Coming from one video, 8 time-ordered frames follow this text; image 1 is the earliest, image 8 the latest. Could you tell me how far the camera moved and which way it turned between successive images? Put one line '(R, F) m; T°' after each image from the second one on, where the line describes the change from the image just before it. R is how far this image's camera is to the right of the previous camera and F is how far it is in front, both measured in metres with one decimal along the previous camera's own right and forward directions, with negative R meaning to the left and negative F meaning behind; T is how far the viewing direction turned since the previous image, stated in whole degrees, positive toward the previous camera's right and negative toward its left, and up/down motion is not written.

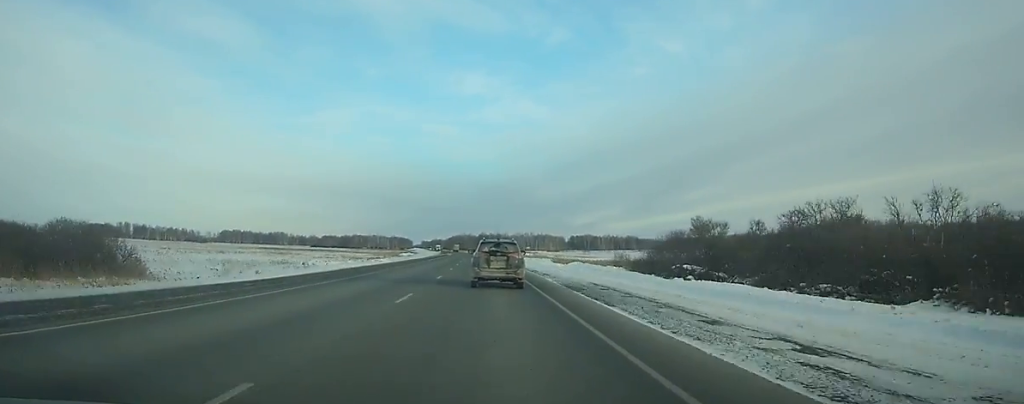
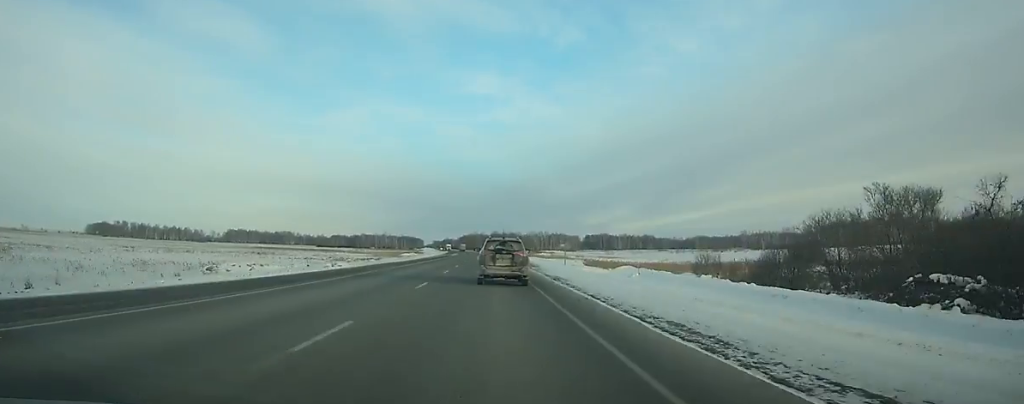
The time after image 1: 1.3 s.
(-0.1, +32.0) m; -1°
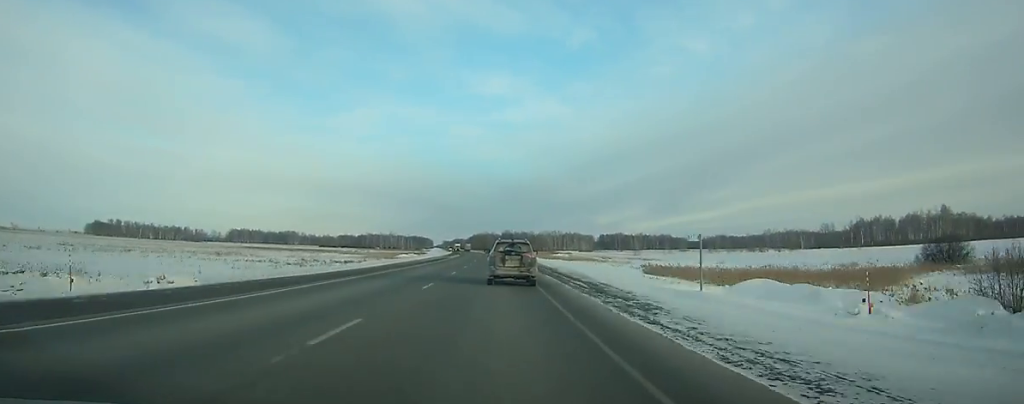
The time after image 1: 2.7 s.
(-0.4, +34.5) m; -1°
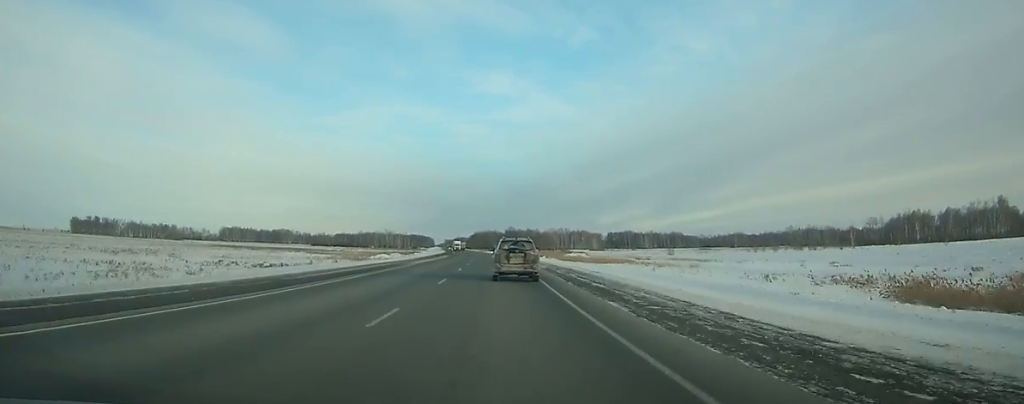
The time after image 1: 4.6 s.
(-0.3, +46.8) m; -1°
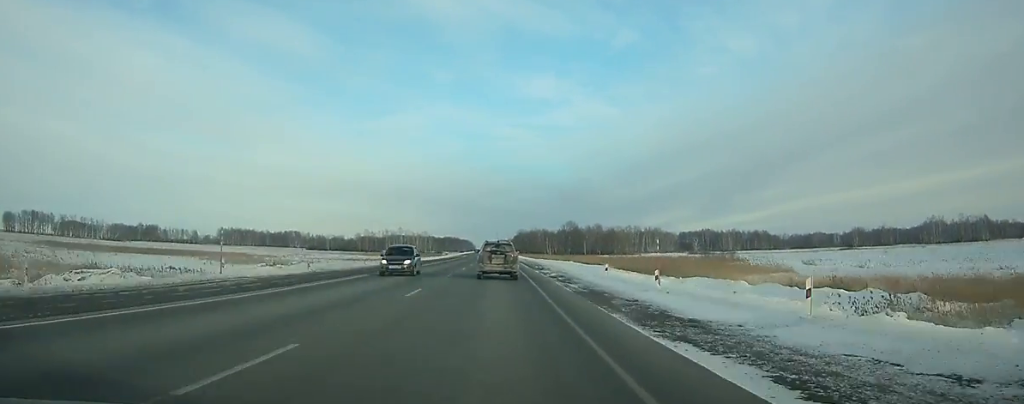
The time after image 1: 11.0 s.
(-4.5, +159.6) m; -3°
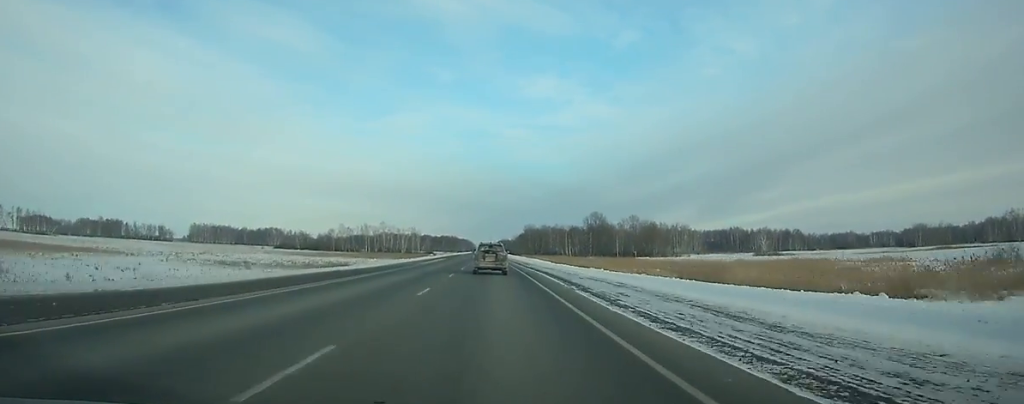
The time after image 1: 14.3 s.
(-1.3, +83.2) m; -1°
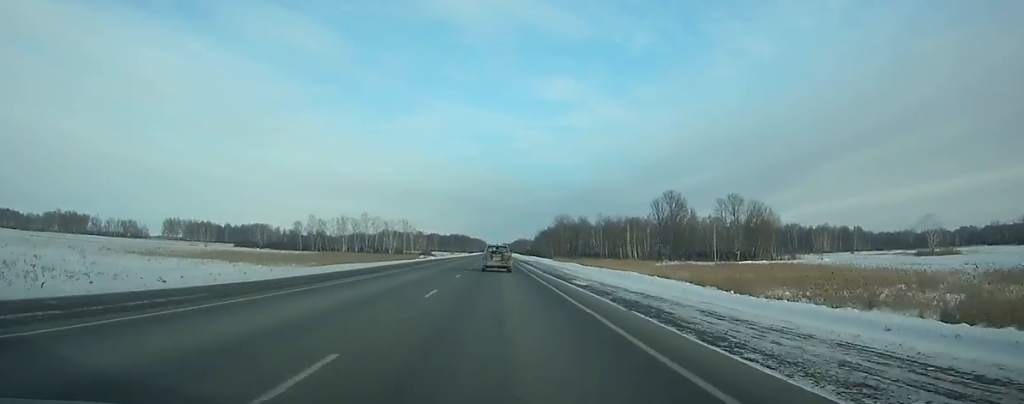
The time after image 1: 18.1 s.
(-0.8, +96.3) m; -1°
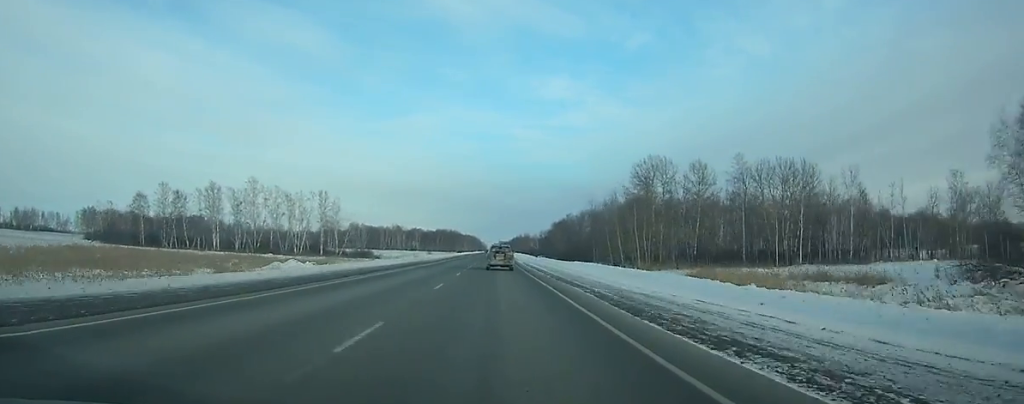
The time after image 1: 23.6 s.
(-0.4, +139.7) m; 0°
